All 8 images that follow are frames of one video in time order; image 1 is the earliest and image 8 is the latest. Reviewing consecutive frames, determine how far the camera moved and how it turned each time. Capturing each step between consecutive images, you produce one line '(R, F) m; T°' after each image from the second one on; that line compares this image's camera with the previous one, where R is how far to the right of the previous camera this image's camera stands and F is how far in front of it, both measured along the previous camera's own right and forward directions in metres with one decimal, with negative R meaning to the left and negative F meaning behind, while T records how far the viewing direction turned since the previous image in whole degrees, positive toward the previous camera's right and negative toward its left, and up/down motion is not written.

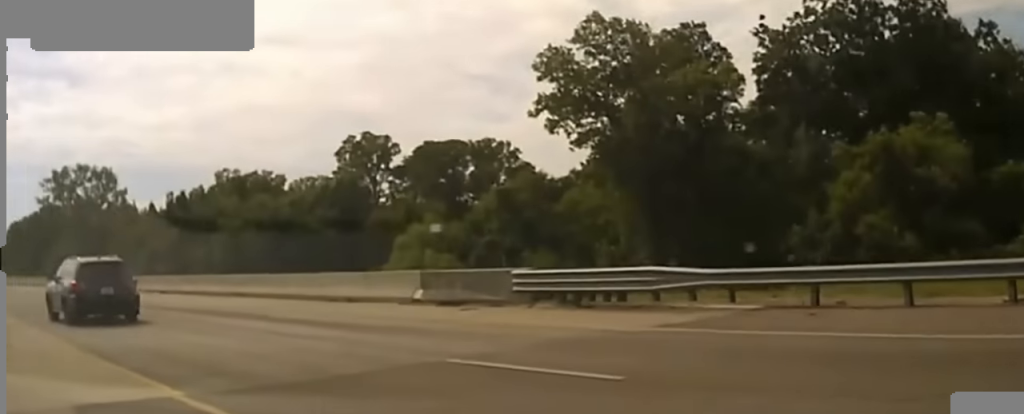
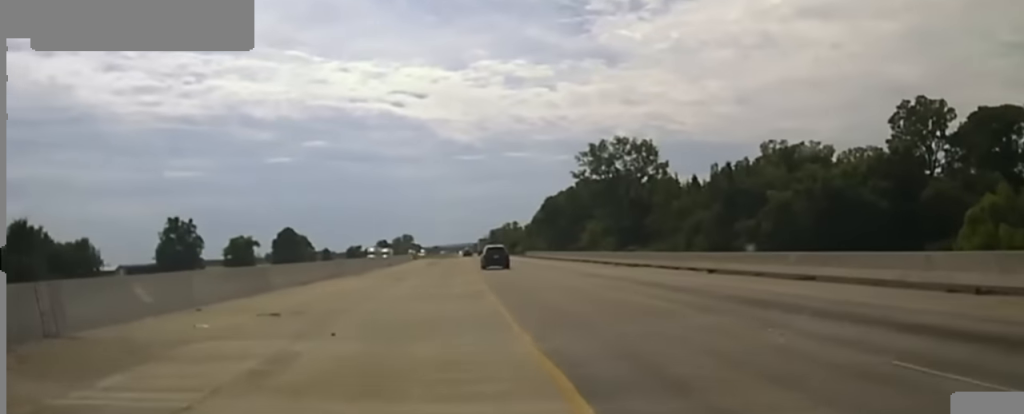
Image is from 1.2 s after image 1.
(-1.2, +10.6) m; -9°
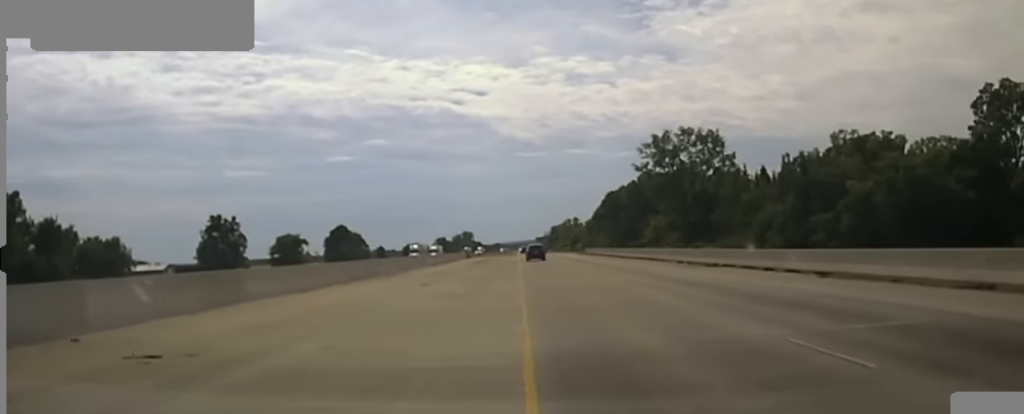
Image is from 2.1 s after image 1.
(-0.4, +11.8) m; -2°
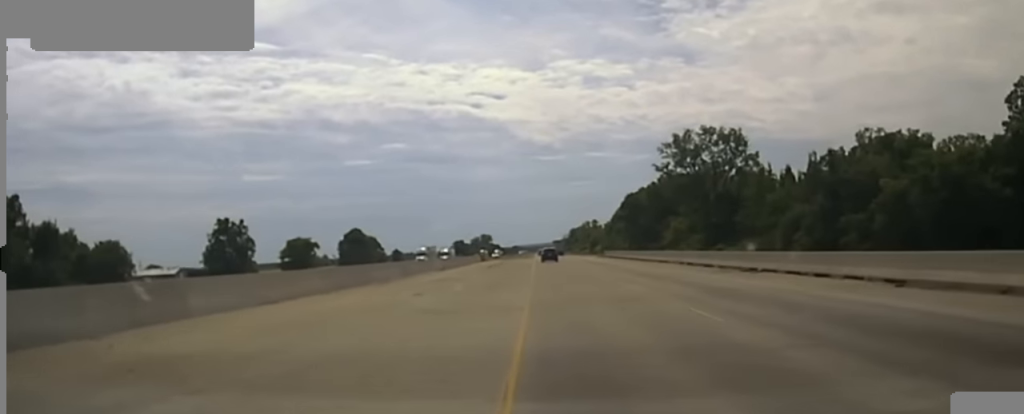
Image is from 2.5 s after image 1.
(0.0, +6.4) m; 0°
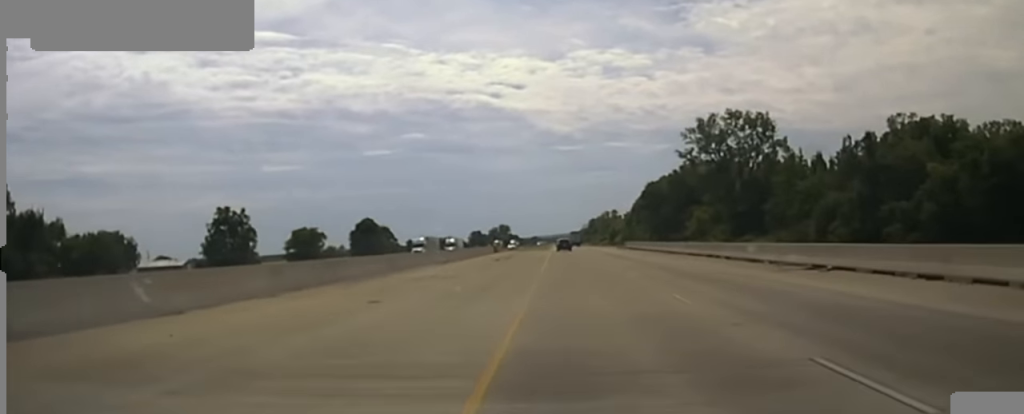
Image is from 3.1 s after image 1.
(0.0, +9.9) m; 0°
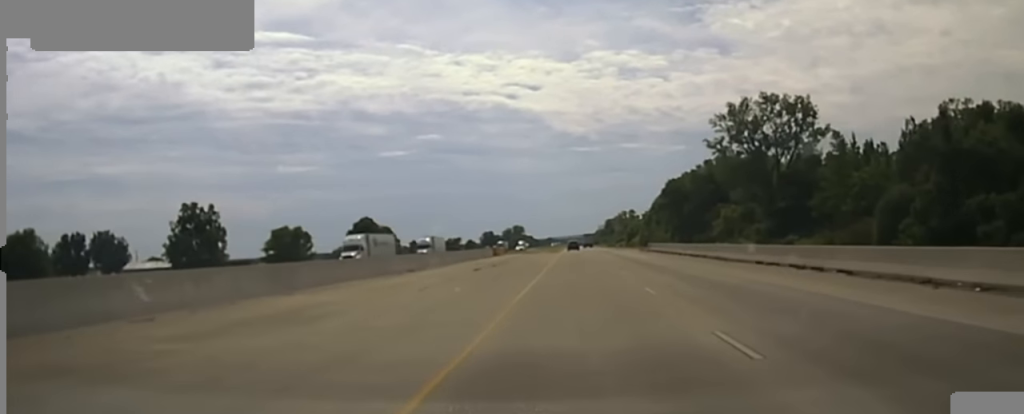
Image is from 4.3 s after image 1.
(-0.1, +23.4) m; -1°
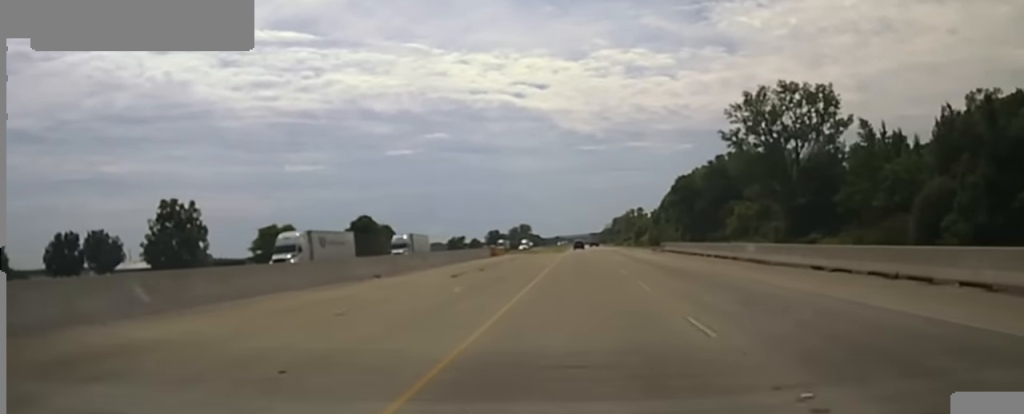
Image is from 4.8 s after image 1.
(0.0, +10.1) m; 0°
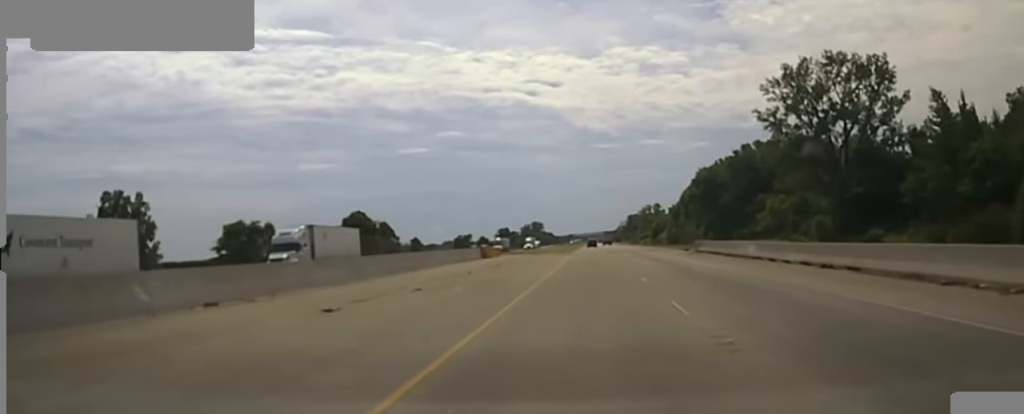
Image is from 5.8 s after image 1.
(-0.2, +19.3) m; 0°
